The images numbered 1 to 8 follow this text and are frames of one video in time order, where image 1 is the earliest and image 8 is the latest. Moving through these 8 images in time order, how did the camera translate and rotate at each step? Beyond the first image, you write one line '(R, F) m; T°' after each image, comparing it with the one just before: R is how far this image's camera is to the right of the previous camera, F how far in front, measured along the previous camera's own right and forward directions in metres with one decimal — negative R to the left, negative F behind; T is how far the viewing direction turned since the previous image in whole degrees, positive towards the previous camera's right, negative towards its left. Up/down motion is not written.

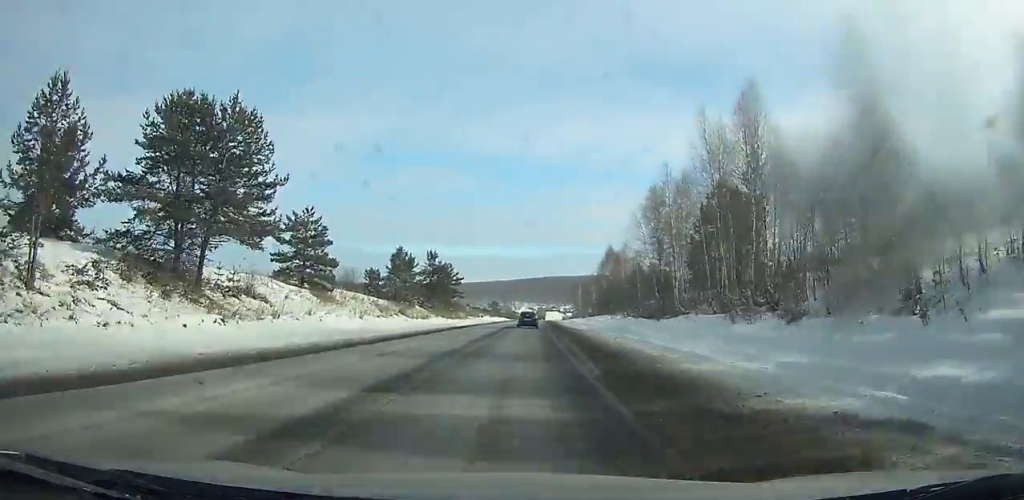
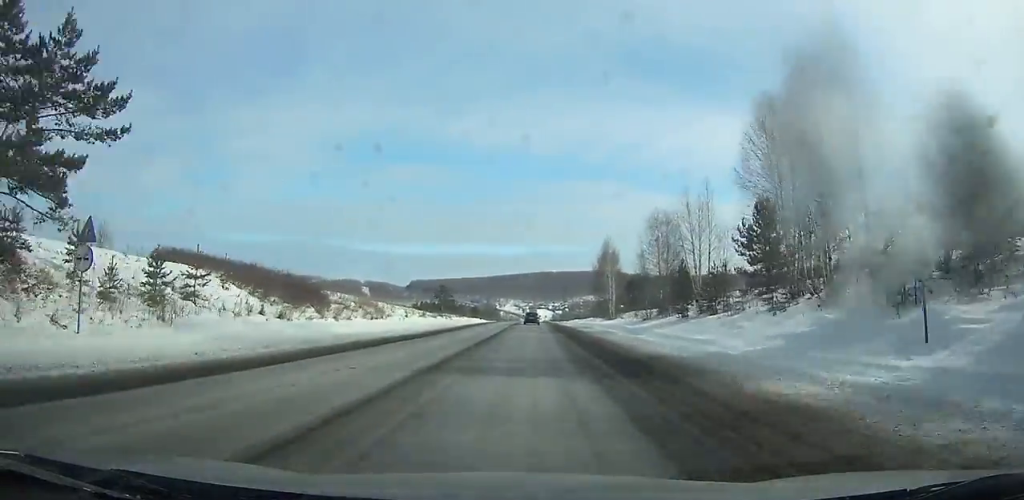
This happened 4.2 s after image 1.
(+1.7, +91.2) m; +2°
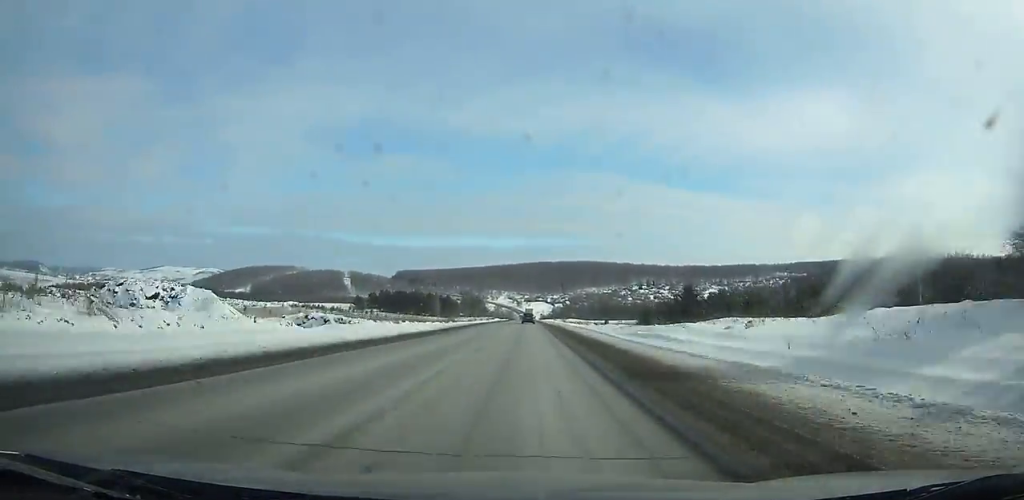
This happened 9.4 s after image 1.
(+1.0, +118.0) m; +1°
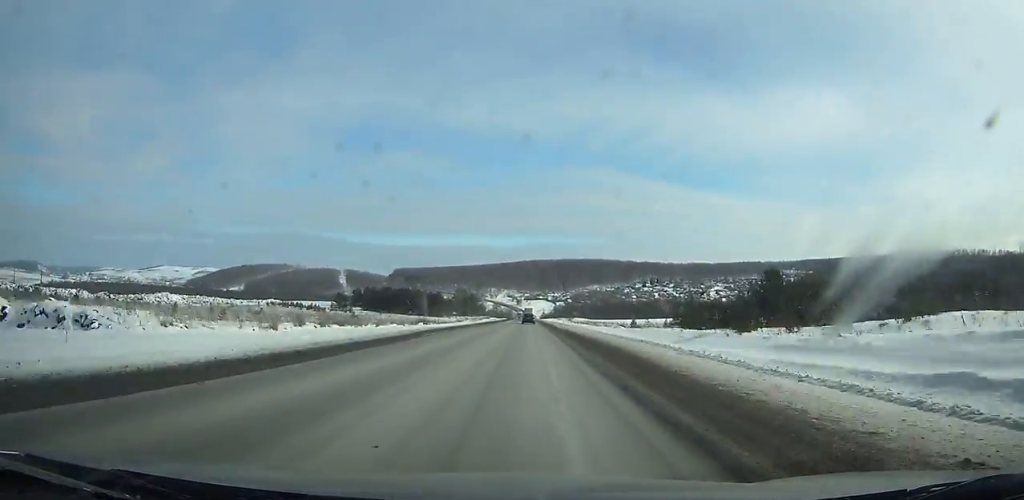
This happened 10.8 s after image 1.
(+0.2, +32.6) m; 0°
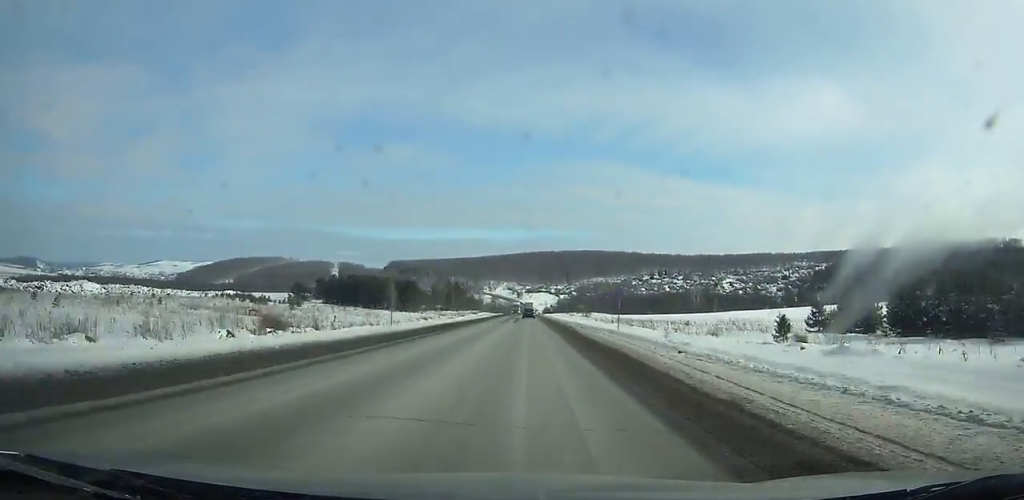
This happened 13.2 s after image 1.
(-0.3, +57.1) m; 0°
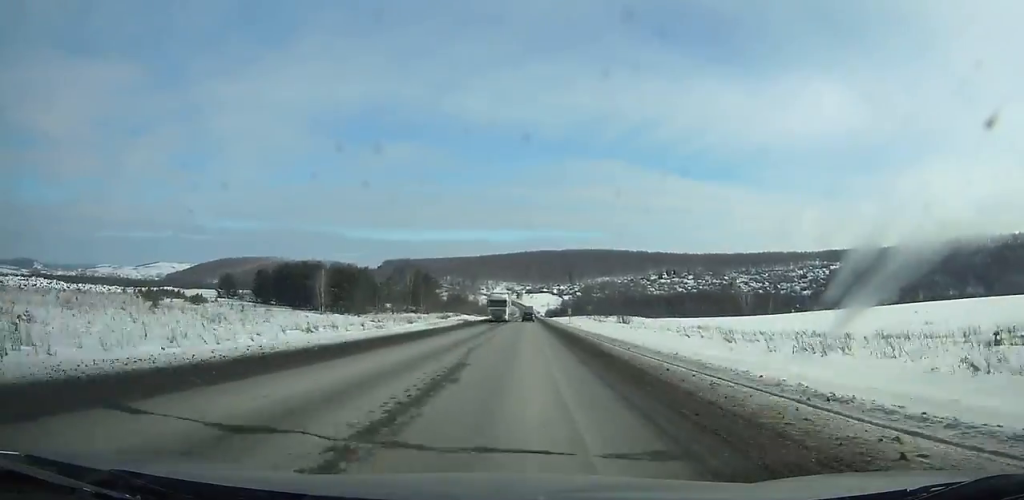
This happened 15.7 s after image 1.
(-0.1, +60.4) m; 0°
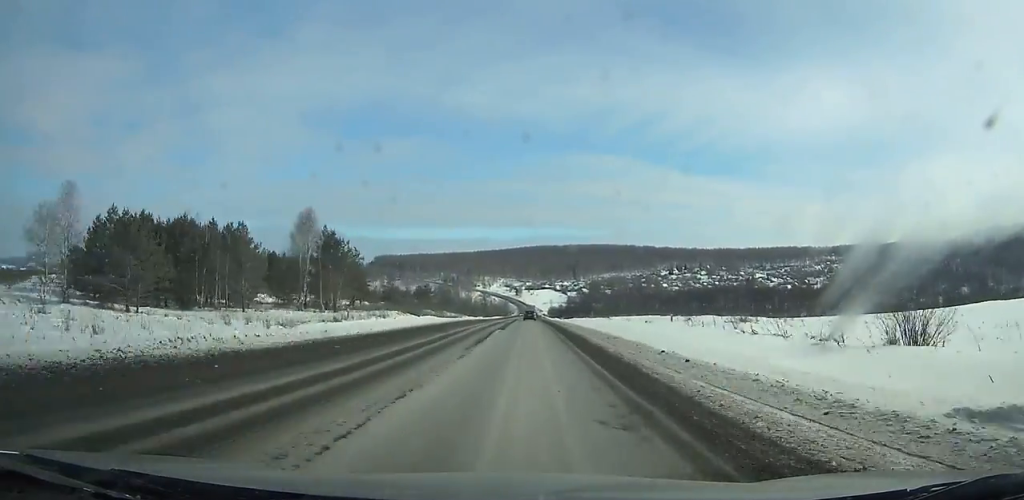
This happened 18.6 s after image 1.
(-0.2, +71.0) m; 0°
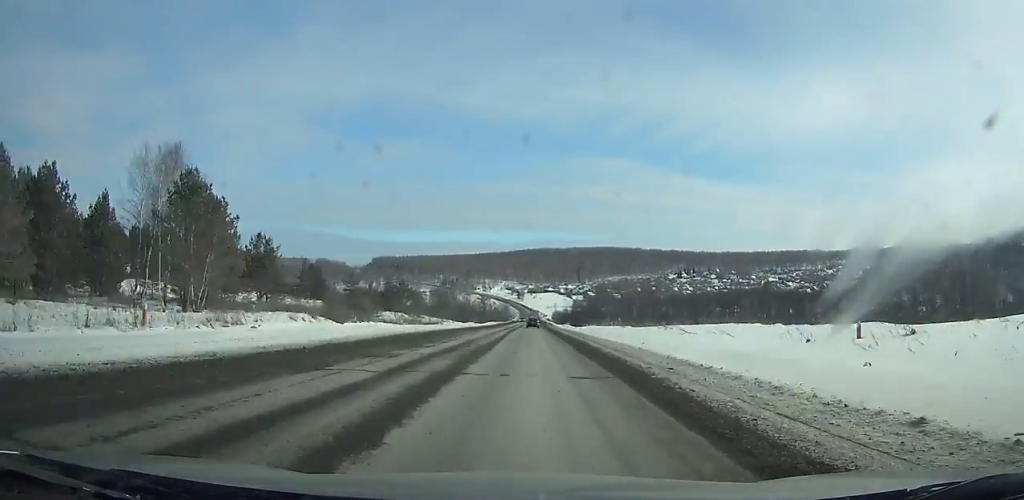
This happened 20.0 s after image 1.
(0.0, +34.5) m; 0°
